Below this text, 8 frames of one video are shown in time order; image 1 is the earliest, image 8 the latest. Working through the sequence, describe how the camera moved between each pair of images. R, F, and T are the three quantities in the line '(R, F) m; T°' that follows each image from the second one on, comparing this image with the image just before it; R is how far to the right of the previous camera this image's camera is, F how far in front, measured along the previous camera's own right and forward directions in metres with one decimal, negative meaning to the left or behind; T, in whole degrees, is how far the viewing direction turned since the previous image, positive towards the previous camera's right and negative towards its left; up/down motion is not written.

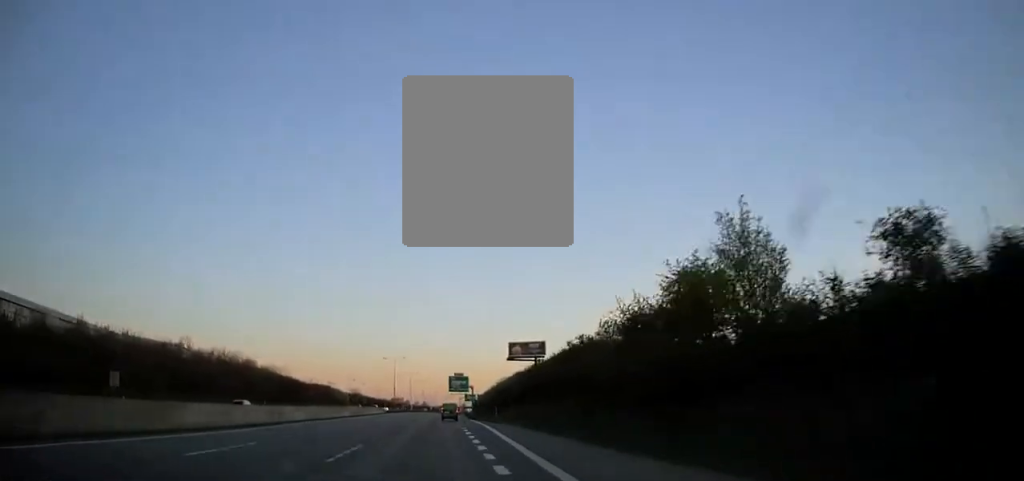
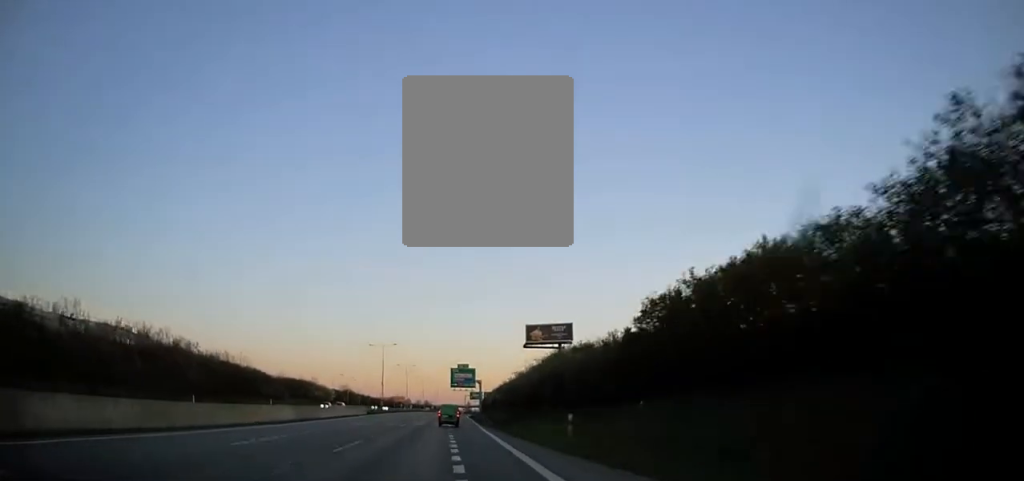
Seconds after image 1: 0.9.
(0.0, +31.3) m; 0°
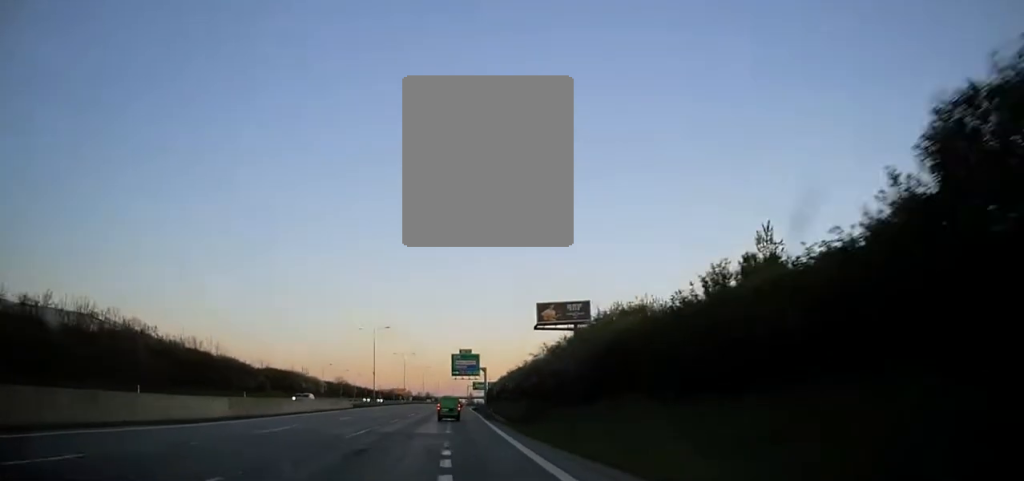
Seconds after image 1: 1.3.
(0.0, +15.4) m; 0°
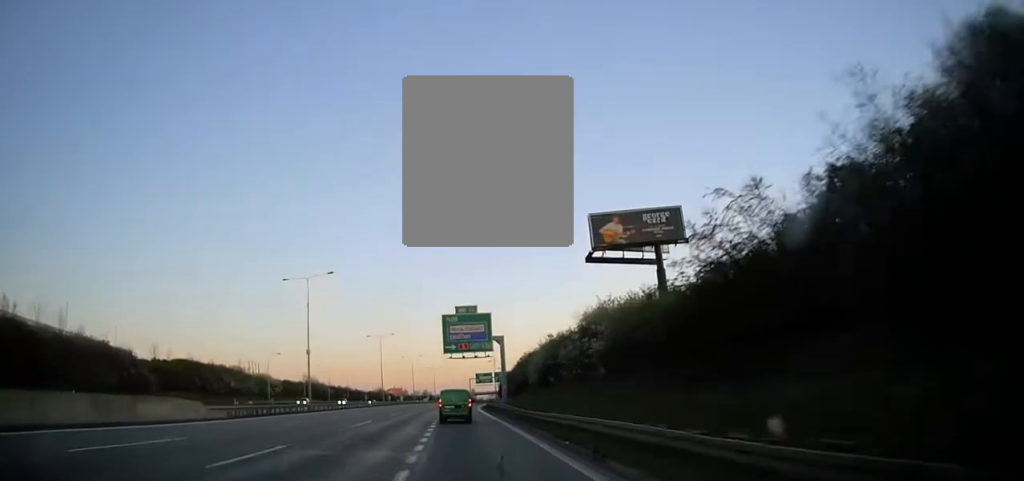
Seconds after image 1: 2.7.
(+0.1, +47.8) m; 0°
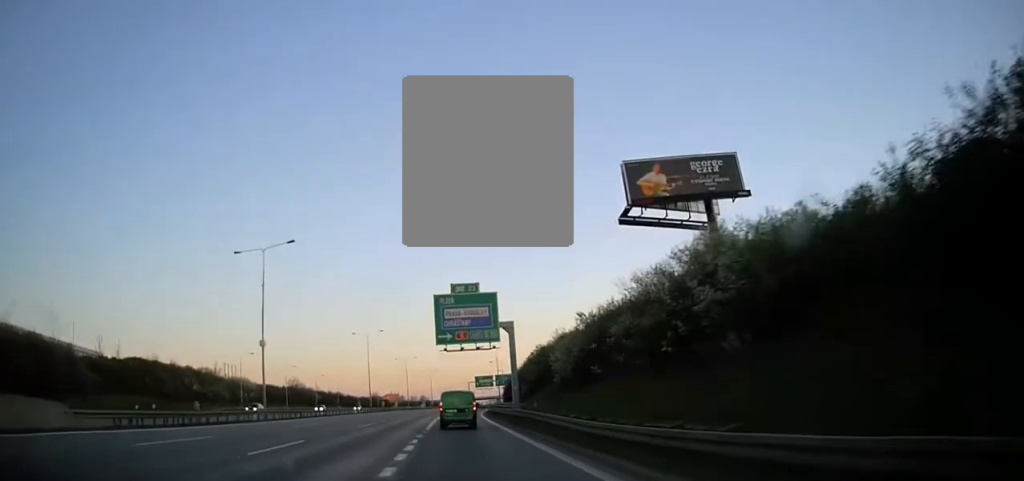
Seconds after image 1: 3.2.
(0.0, +14.9) m; 0°
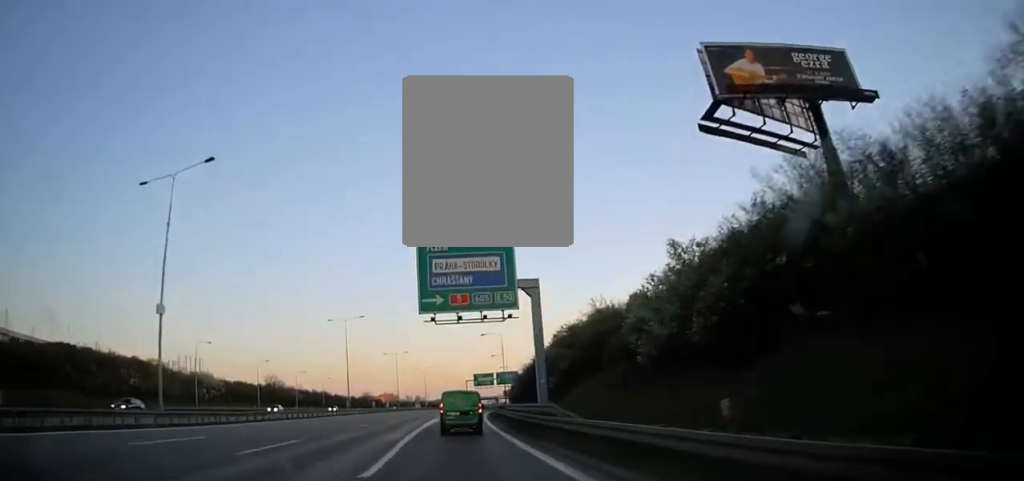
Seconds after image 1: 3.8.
(0.0, +18.1) m; 0°
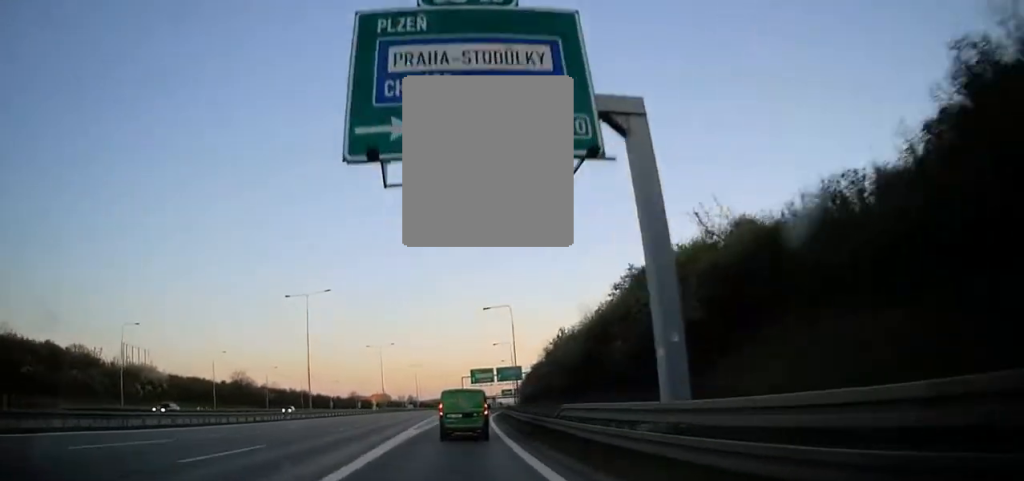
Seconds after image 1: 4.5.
(0.0, +21.5) m; 0°
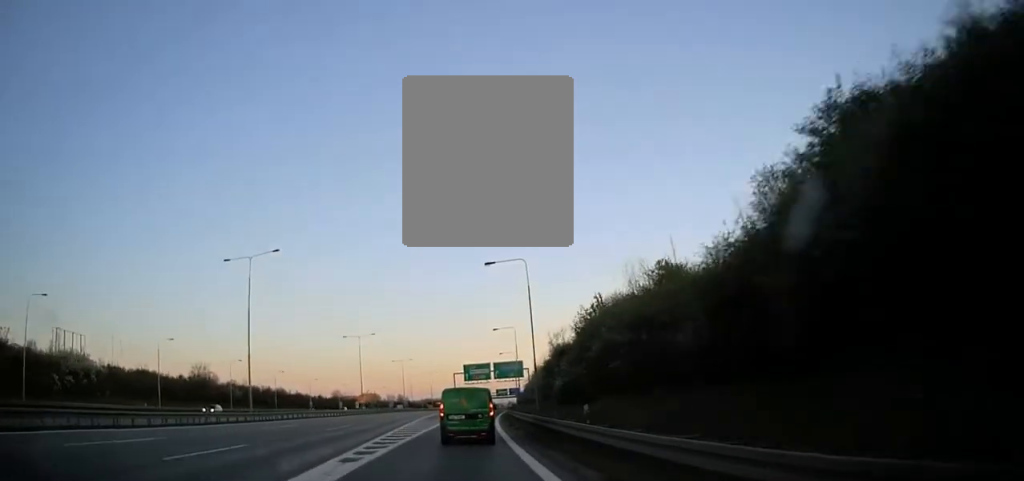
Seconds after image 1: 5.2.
(0.0, +18.6) m; 0°
